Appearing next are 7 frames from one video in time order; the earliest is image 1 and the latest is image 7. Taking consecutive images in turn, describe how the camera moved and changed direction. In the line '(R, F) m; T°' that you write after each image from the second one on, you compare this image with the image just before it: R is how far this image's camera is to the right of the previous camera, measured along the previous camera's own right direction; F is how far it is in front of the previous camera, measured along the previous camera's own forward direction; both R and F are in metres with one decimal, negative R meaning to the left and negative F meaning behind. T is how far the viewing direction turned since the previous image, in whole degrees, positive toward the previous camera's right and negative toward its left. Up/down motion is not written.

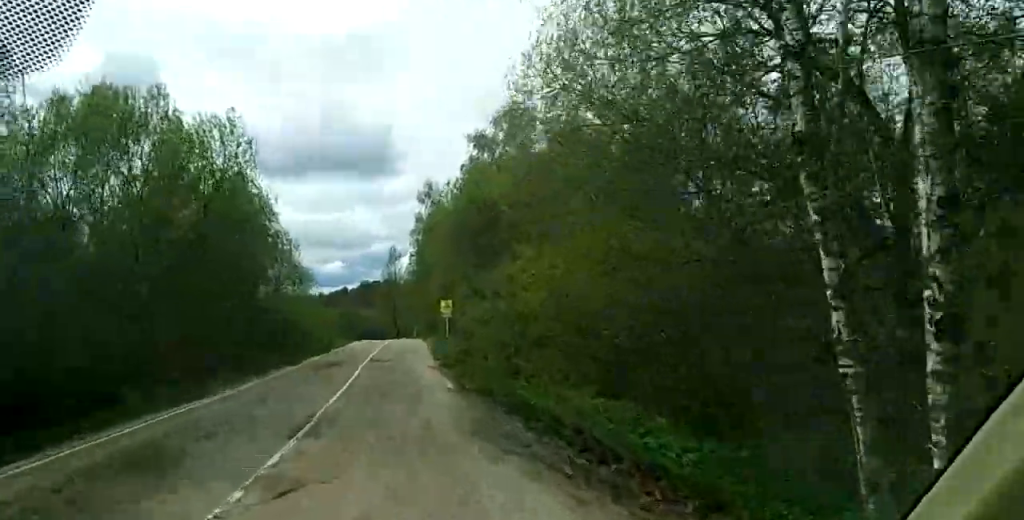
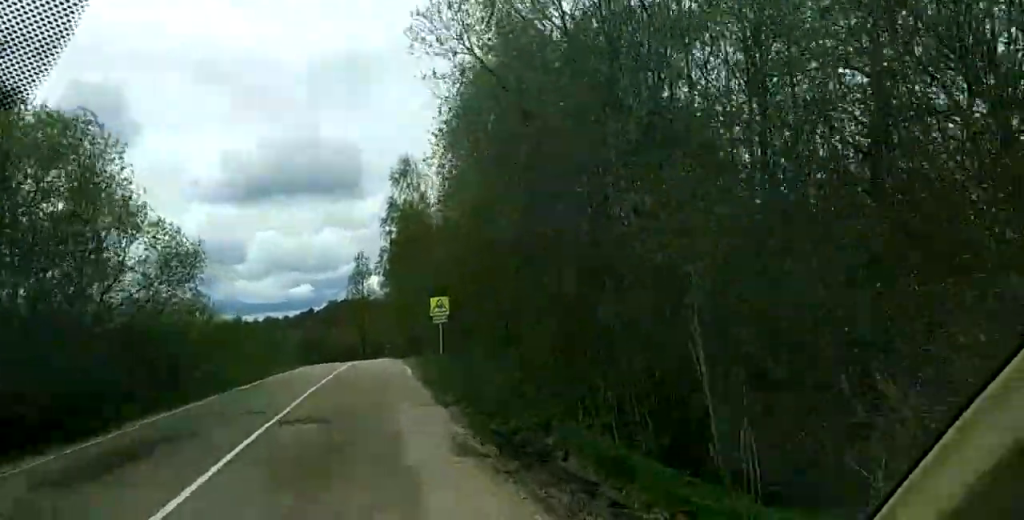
(0.0, +23.4) m; 0°
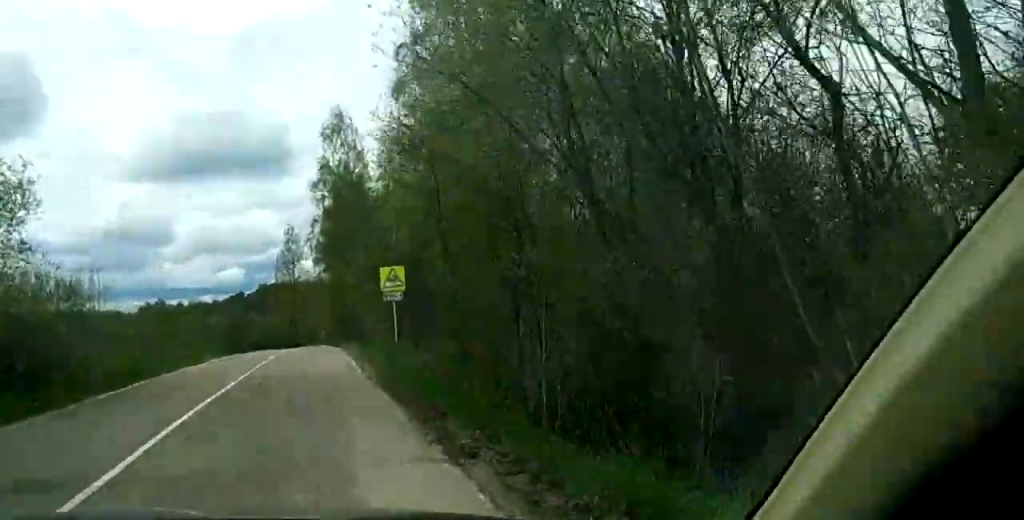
(0.0, +9.9) m; +1°
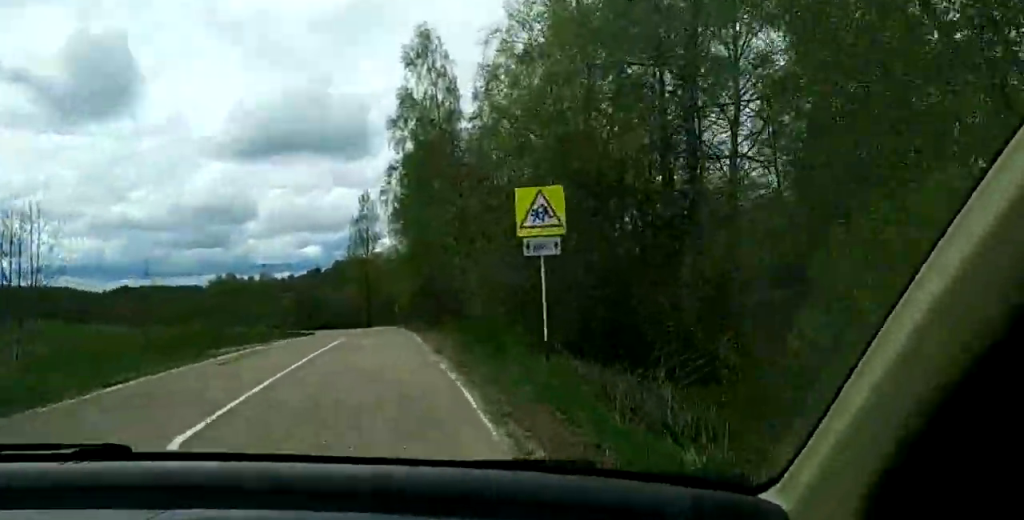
(+0.6, +16.7) m; +1°
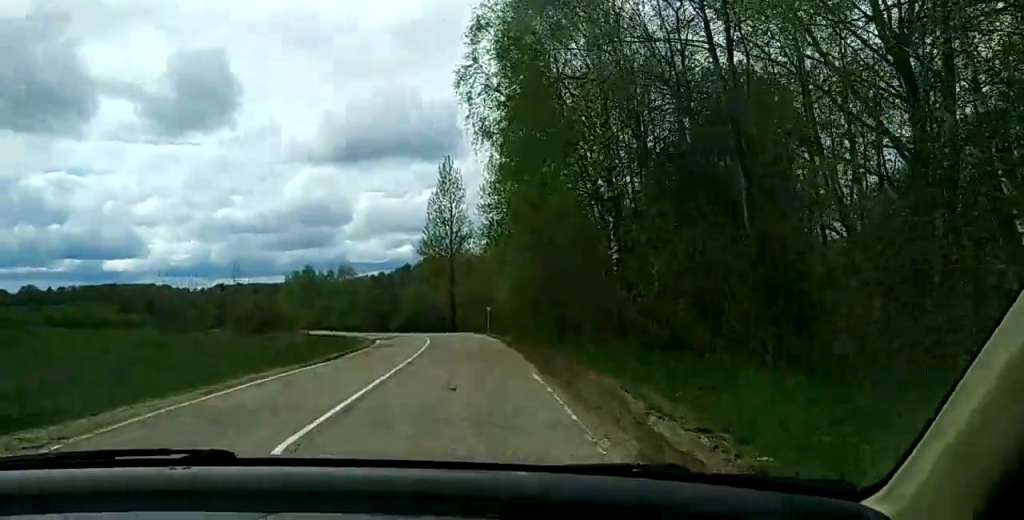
(-1.2, +28.3) m; -3°
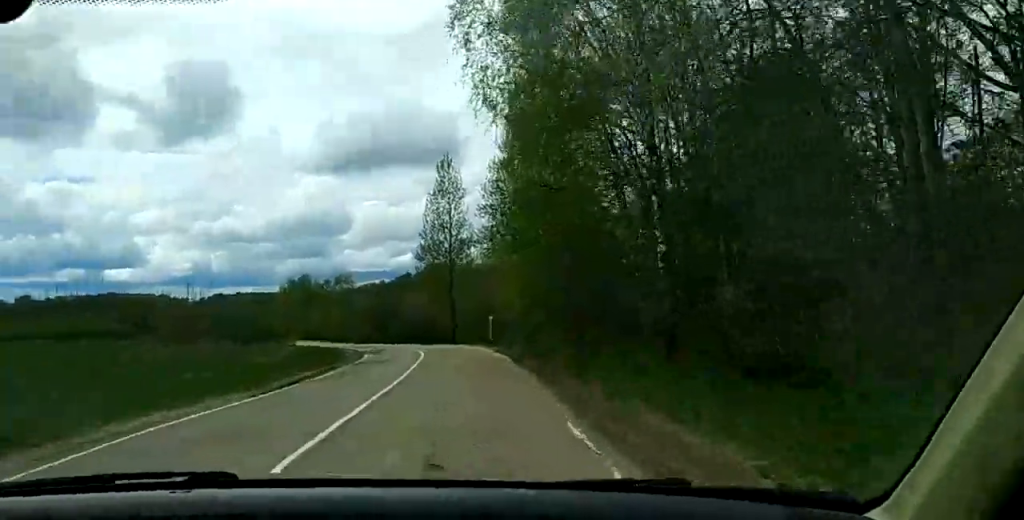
(0.0, +6.2) m; 0°
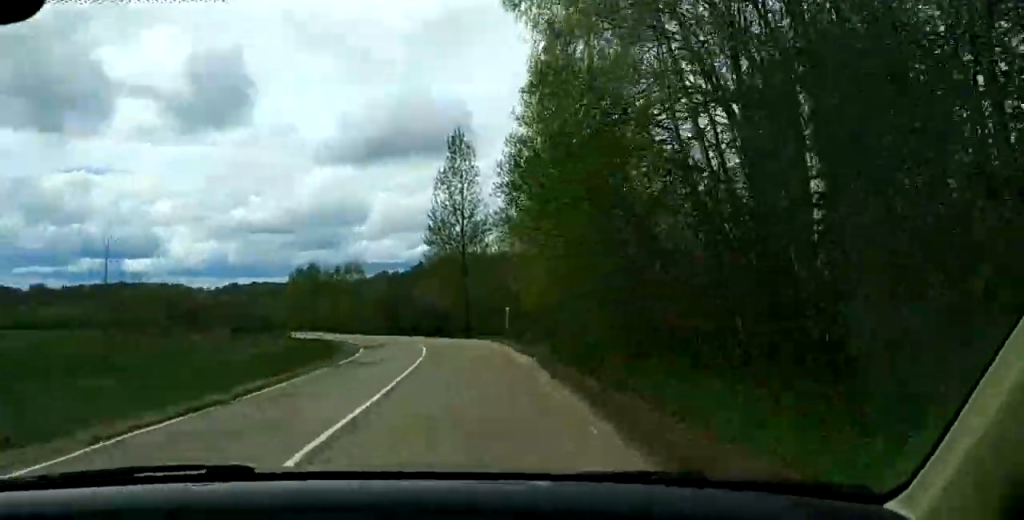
(0.0, +8.0) m; 0°
